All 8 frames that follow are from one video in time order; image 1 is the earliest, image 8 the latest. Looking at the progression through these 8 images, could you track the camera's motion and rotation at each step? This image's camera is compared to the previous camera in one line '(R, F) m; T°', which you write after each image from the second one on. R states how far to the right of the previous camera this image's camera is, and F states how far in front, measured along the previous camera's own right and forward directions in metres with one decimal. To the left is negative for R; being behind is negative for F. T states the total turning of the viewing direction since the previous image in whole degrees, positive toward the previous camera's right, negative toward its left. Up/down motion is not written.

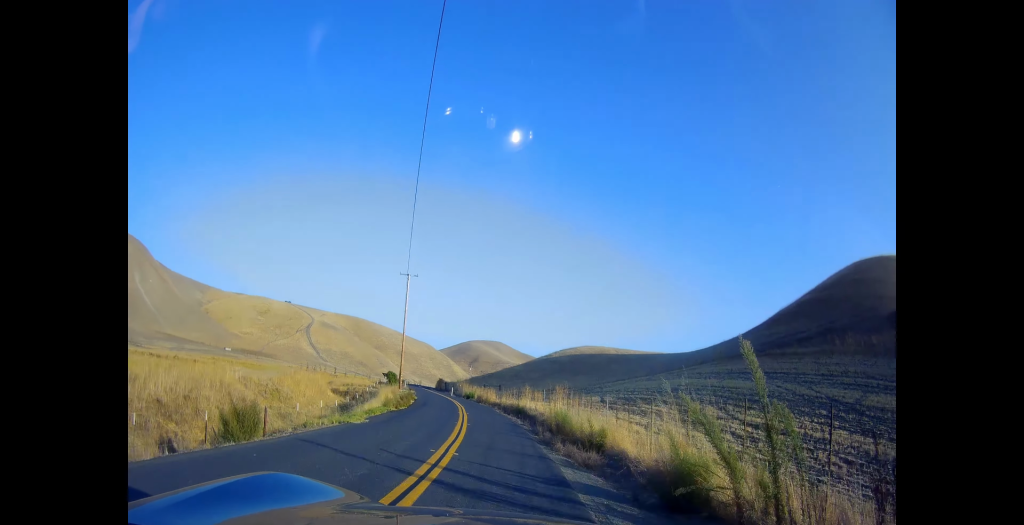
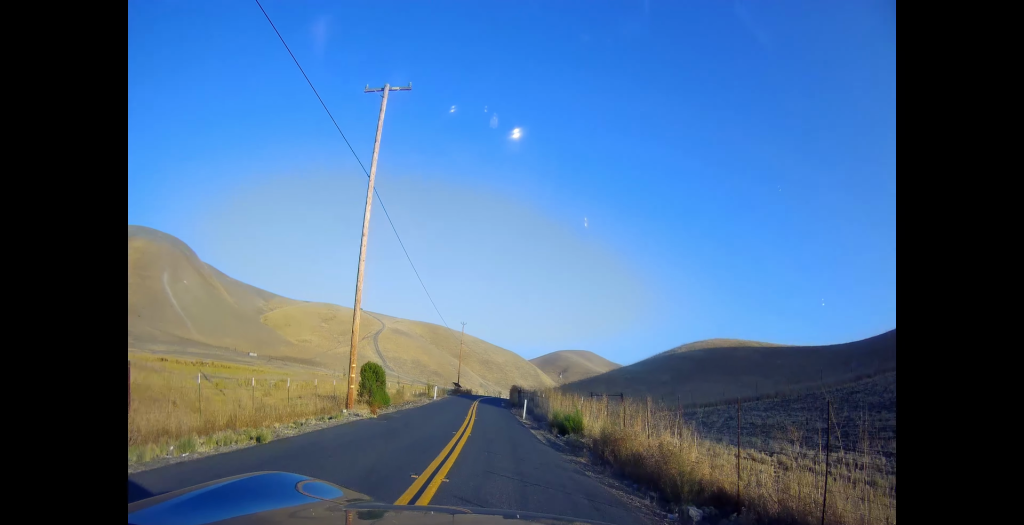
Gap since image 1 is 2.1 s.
(-2.2, +40.4) m; -8°
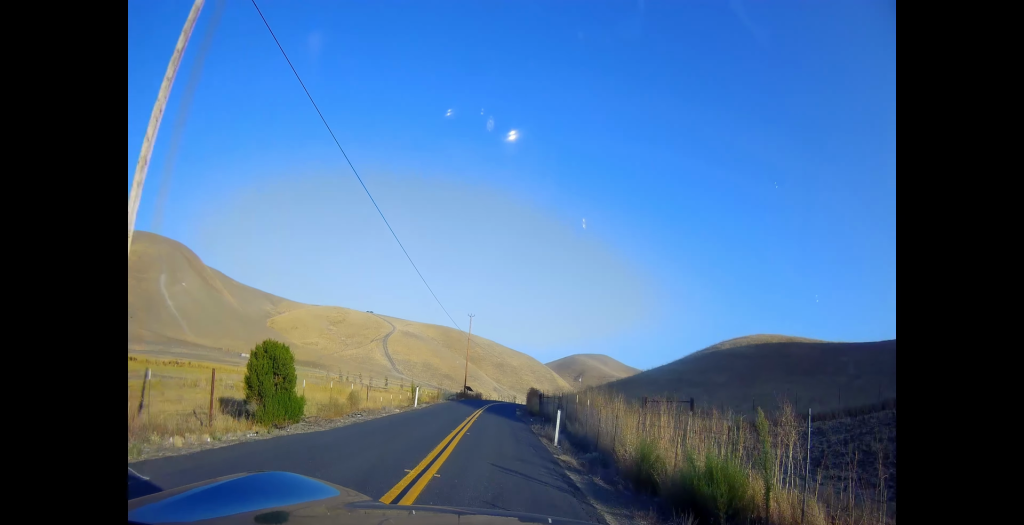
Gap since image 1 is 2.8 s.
(-0.4, +13.9) m; -2°
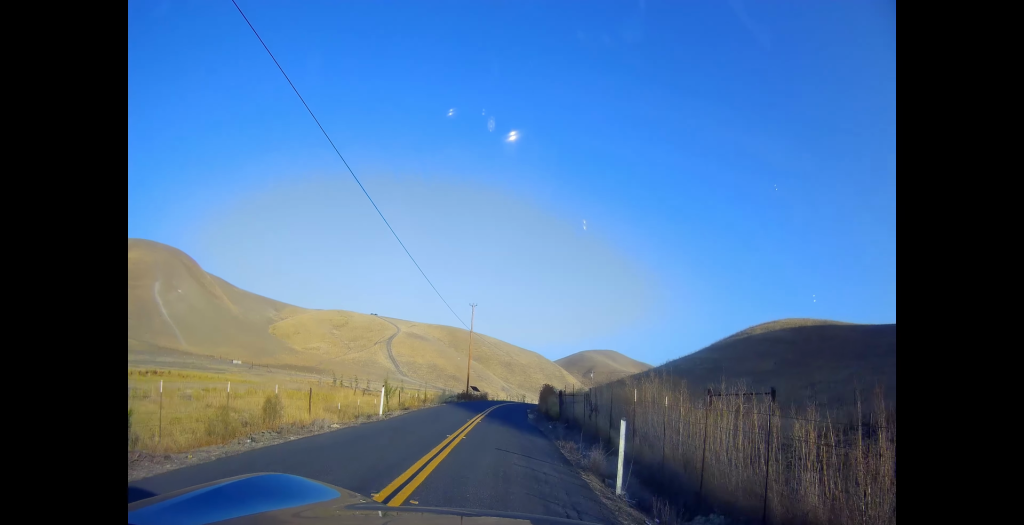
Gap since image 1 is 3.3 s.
(+0.1, +9.1) m; -1°
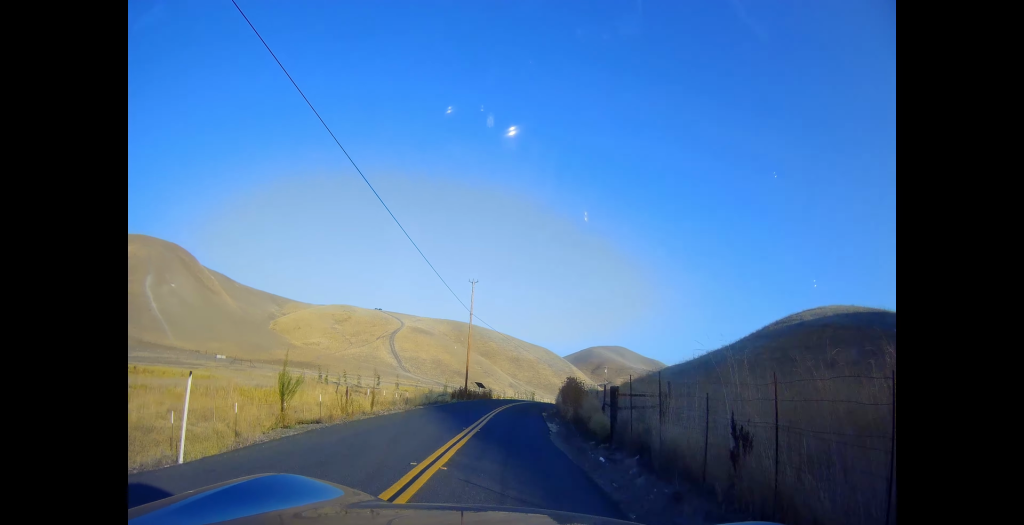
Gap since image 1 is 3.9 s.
(-0.2, +12.5) m; -2°
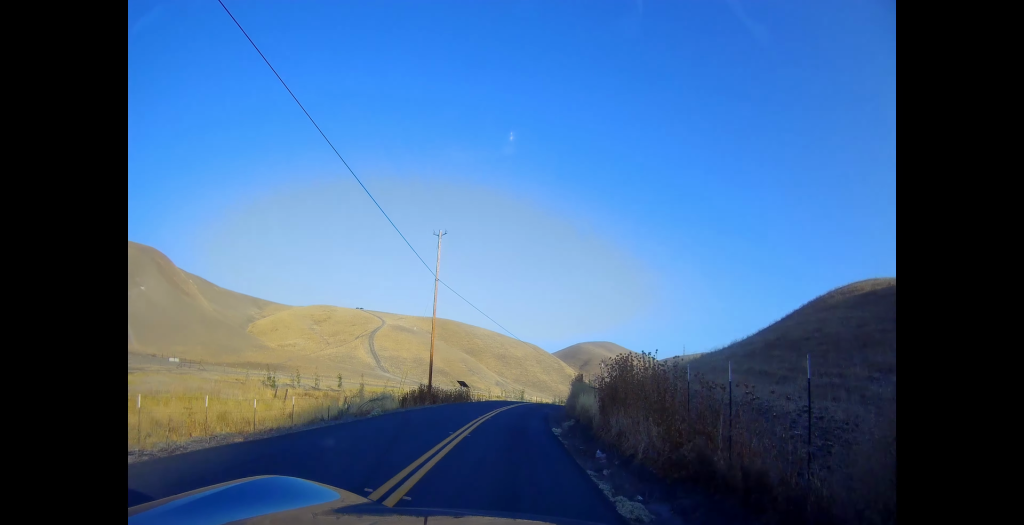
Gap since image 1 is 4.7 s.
(-0.3, +16.7) m; -1°
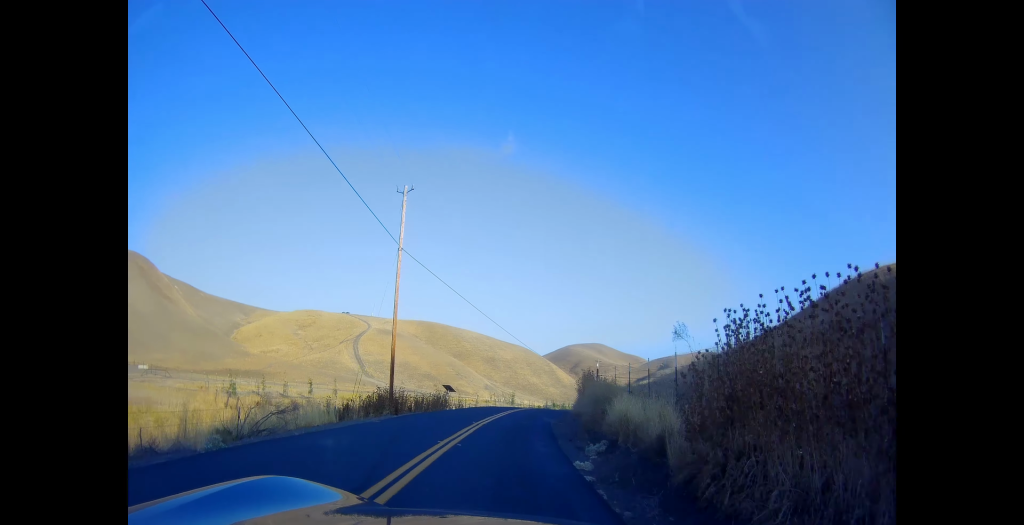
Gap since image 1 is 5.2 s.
(-0.3, +9.1) m; +1°
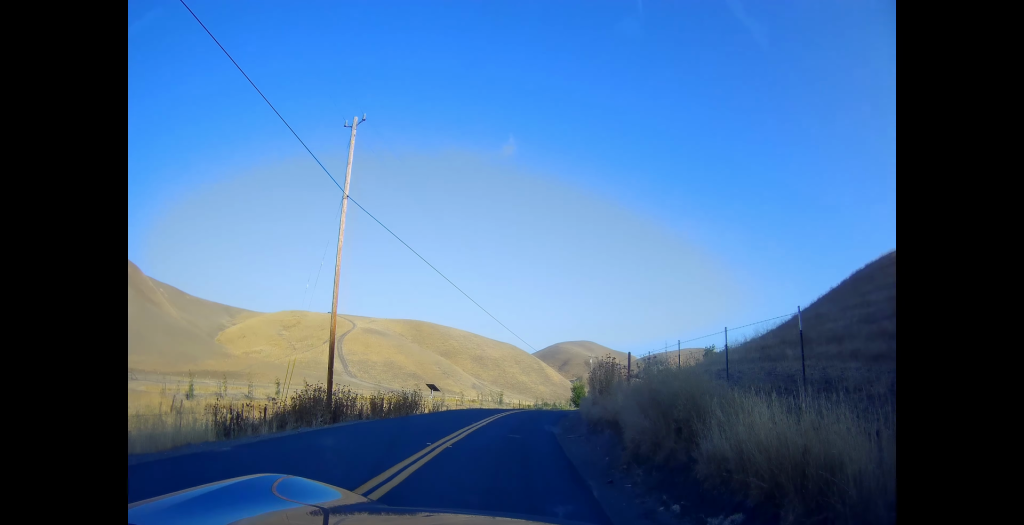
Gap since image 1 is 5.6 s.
(0.0, +8.1) m; +2°
